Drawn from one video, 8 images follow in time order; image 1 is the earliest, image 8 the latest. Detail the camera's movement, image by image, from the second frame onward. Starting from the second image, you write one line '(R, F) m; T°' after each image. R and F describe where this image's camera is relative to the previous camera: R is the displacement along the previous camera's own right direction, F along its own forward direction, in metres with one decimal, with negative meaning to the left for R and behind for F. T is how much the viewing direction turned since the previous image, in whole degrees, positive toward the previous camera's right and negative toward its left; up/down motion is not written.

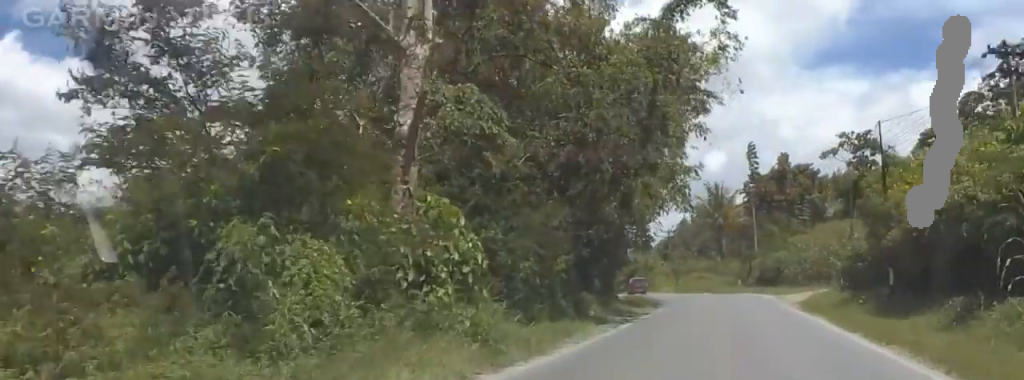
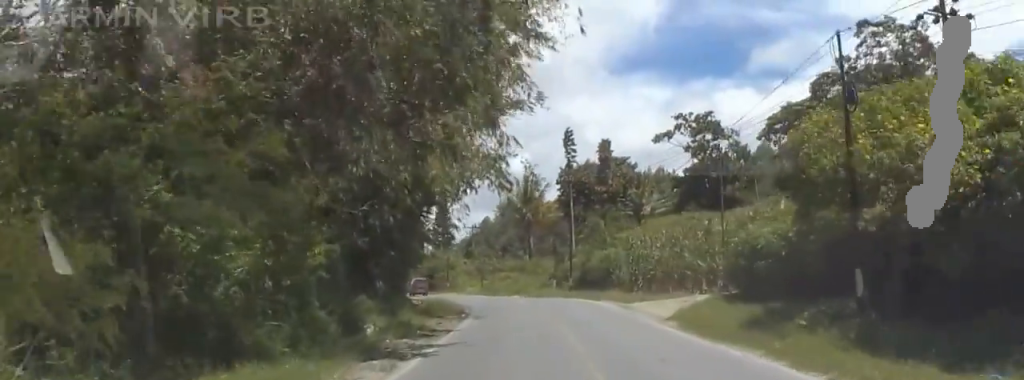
(+0.3, +12.8) m; +5°
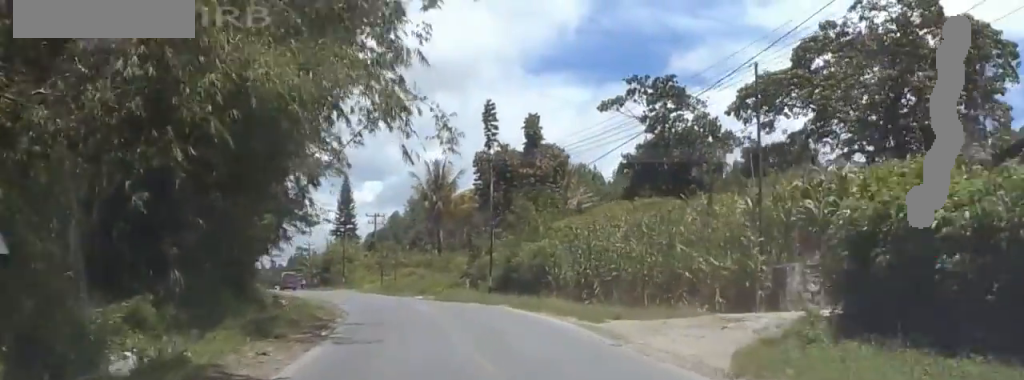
(+1.1, +14.6) m; +5°
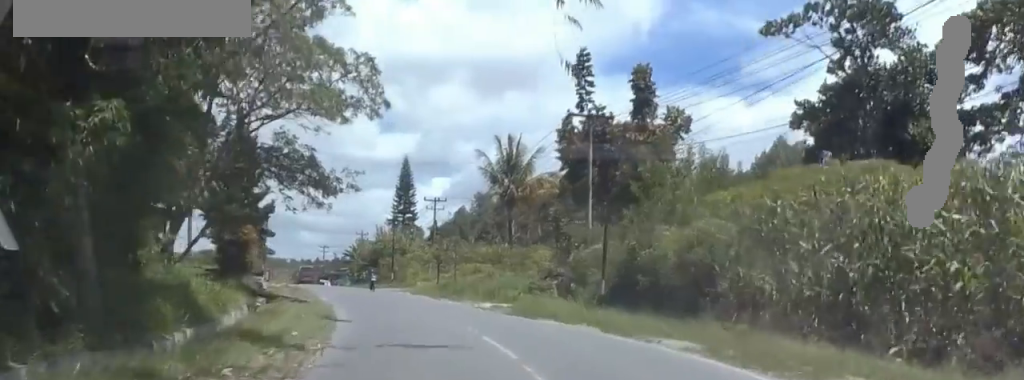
(+0.1, +19.1) m; 0°
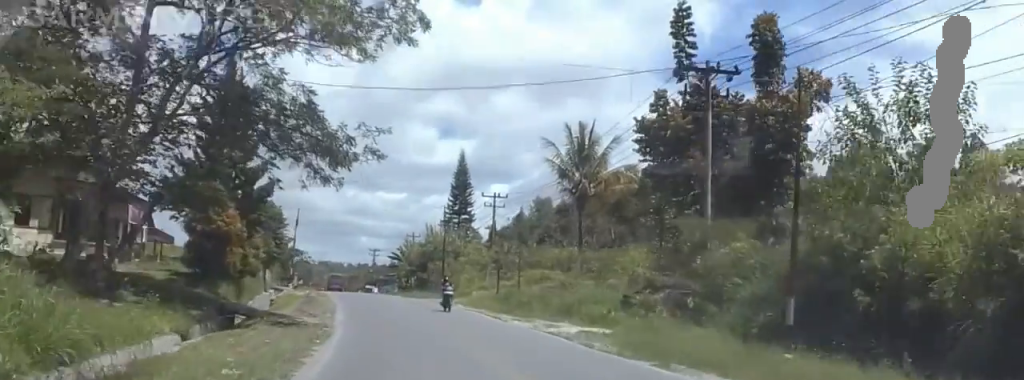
(0.0, +13.4) m; -1°
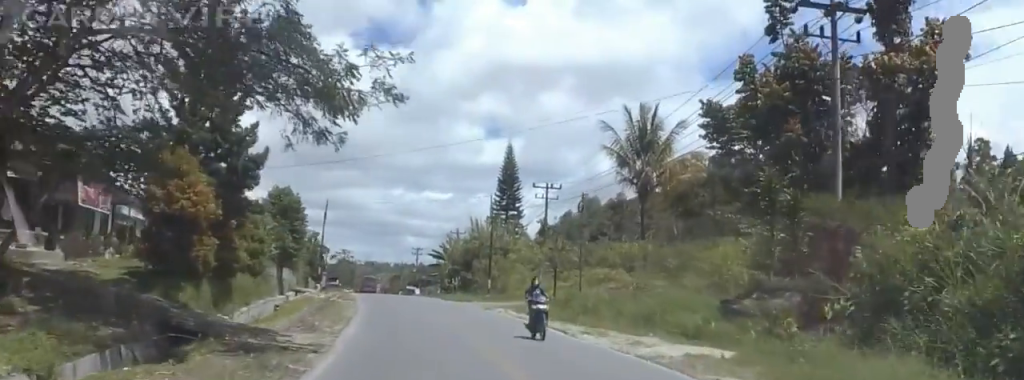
(+0.1, +8.7) m; -2°
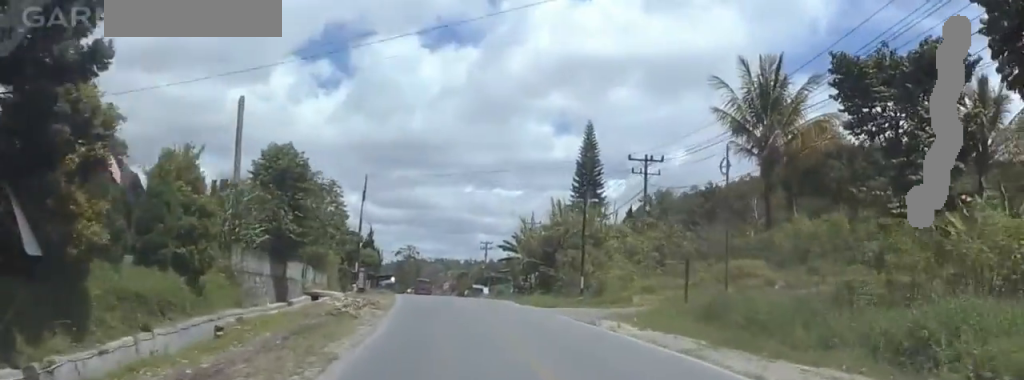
(-0.7, +15.8) m; -5°
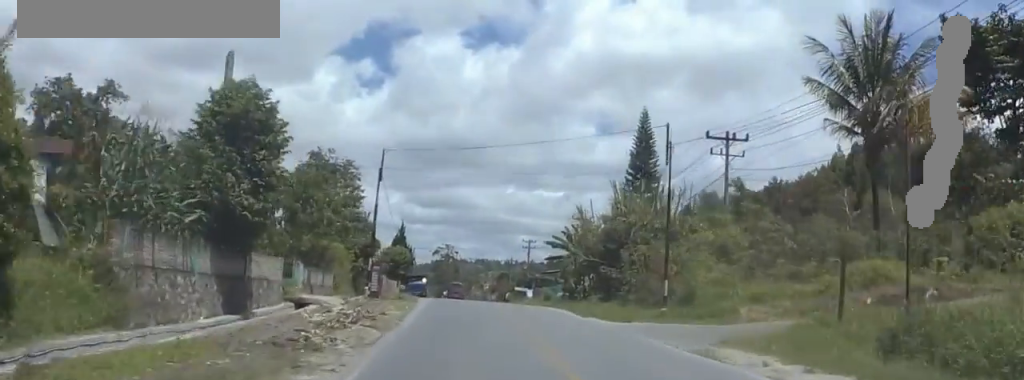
(-0.3, +10.6) m; -3°
